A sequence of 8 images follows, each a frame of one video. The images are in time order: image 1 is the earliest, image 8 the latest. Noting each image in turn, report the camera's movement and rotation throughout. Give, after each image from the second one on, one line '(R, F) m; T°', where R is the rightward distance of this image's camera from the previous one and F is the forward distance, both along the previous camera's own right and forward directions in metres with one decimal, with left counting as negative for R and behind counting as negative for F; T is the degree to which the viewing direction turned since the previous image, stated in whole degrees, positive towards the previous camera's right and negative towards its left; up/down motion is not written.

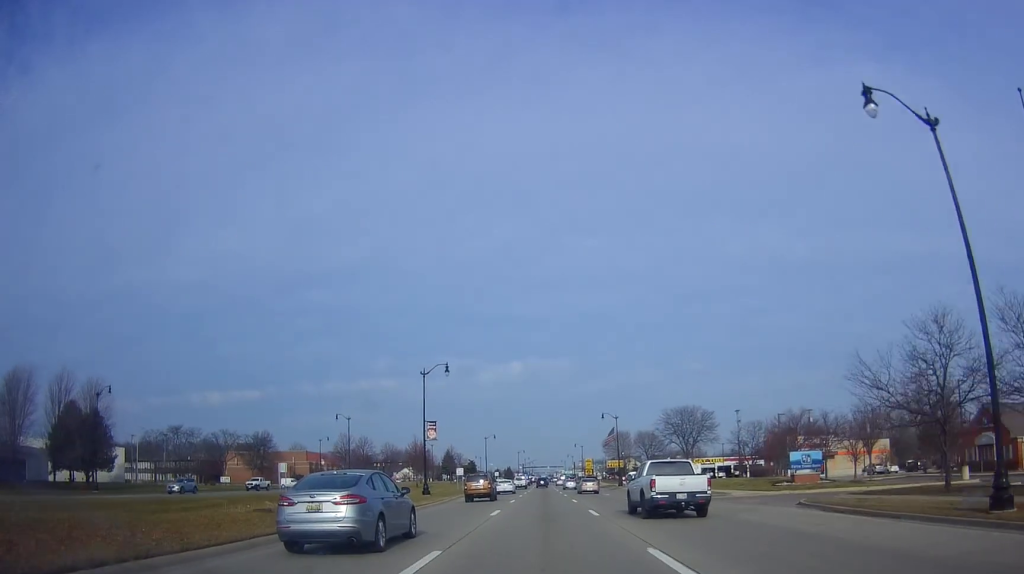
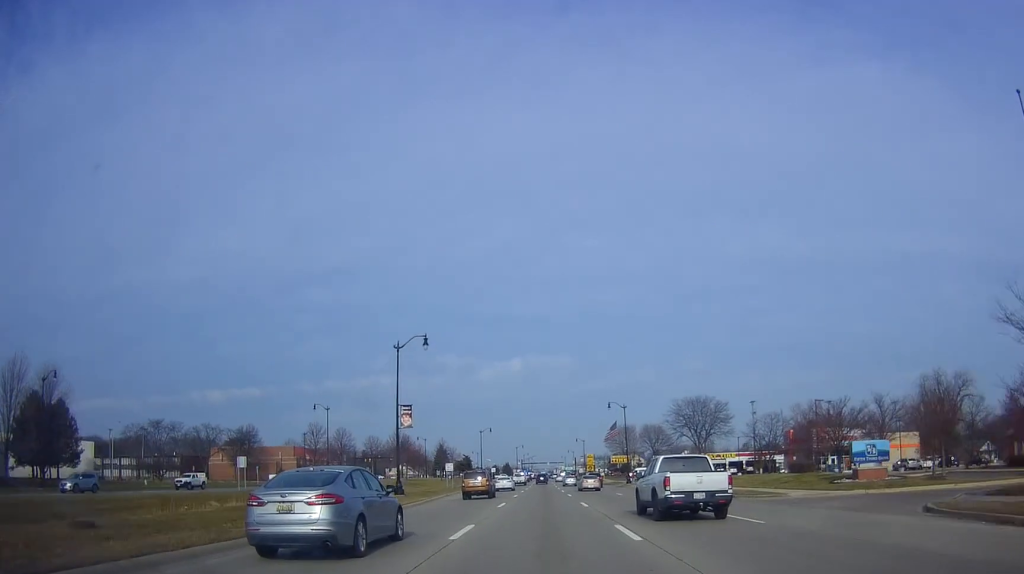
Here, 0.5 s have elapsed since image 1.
(+0.1, +9.9) m; +1°
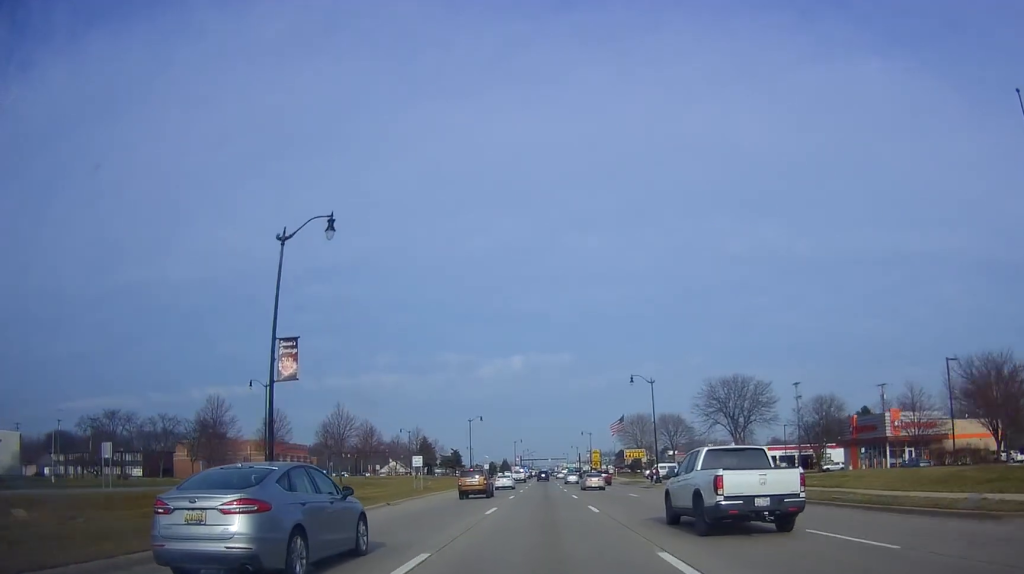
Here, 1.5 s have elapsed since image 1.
(0.0, +21.0) m; -2°
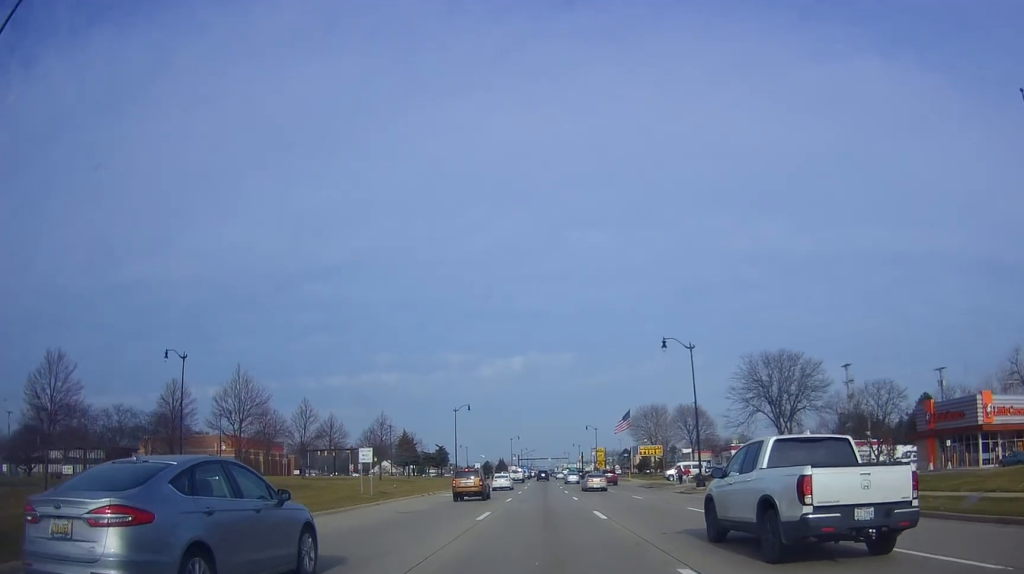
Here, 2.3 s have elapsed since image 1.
(-0.6, +17.5) m; -1°
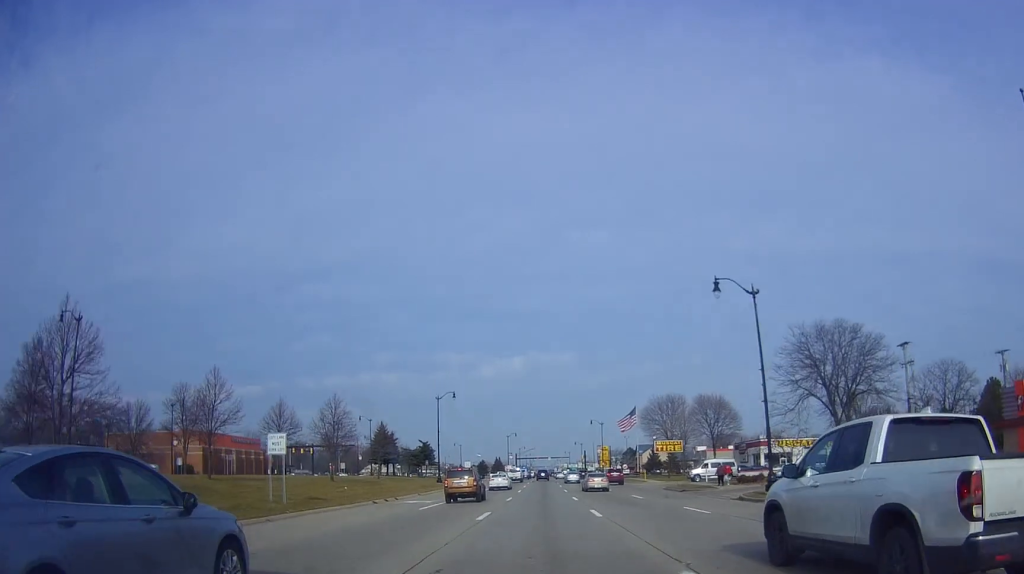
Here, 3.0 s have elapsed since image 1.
(0.0, +14.8) m; +1°
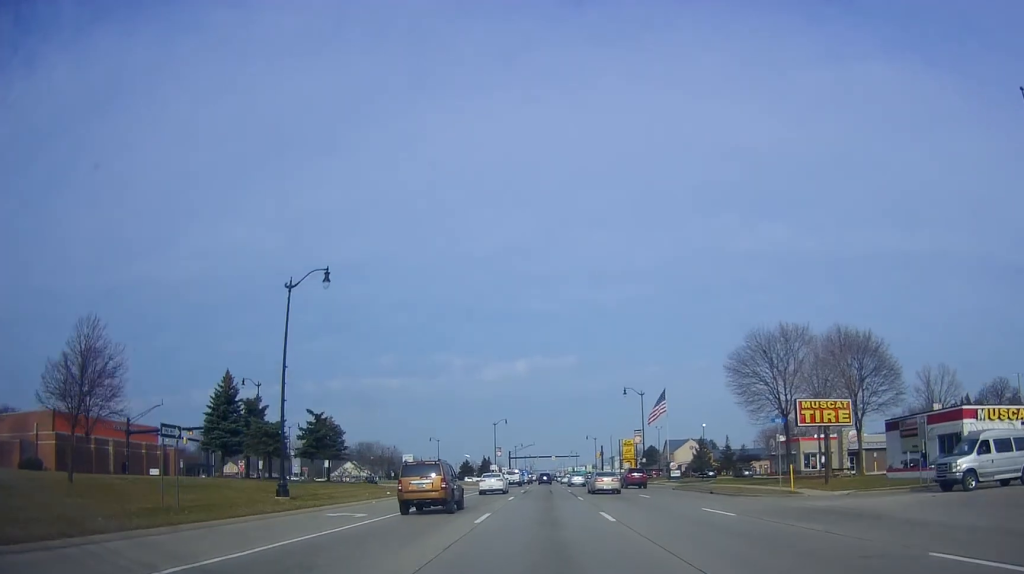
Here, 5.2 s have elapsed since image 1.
(+0.3, +47.6) m; 0°
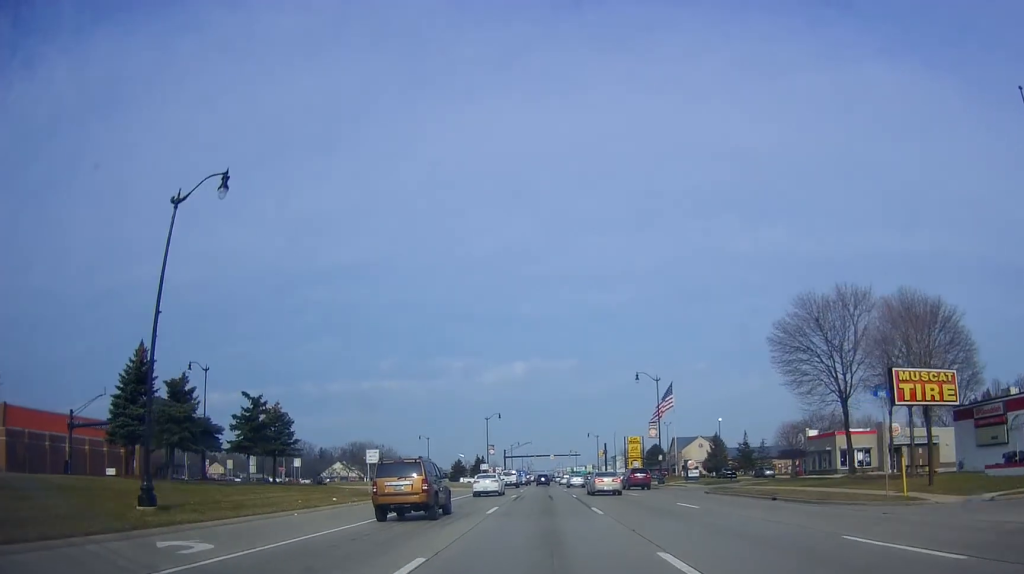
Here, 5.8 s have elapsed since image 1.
(-0.1, +11.3) m; +1°
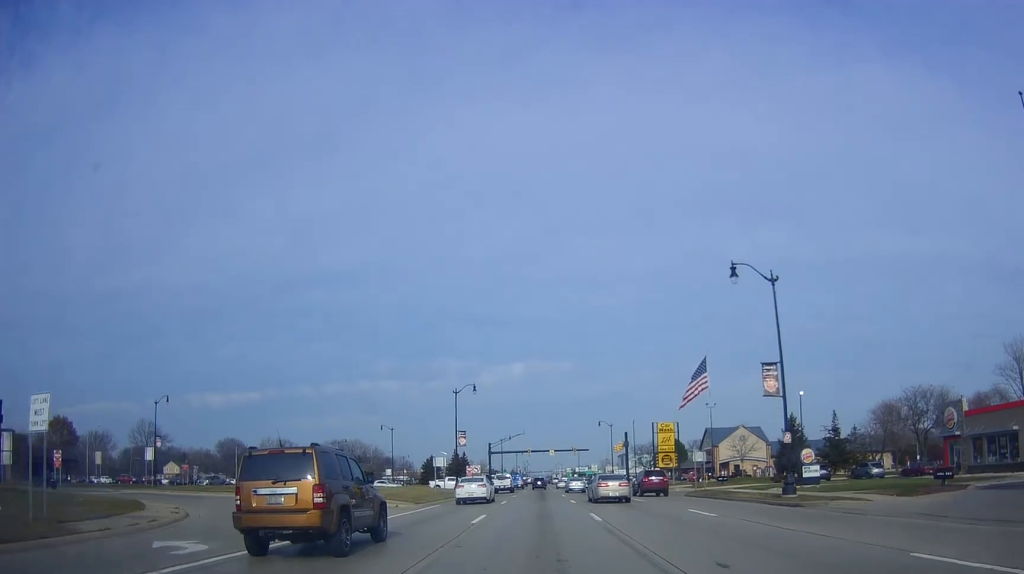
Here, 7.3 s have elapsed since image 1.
(+1.0, +33.3) m; +2°
